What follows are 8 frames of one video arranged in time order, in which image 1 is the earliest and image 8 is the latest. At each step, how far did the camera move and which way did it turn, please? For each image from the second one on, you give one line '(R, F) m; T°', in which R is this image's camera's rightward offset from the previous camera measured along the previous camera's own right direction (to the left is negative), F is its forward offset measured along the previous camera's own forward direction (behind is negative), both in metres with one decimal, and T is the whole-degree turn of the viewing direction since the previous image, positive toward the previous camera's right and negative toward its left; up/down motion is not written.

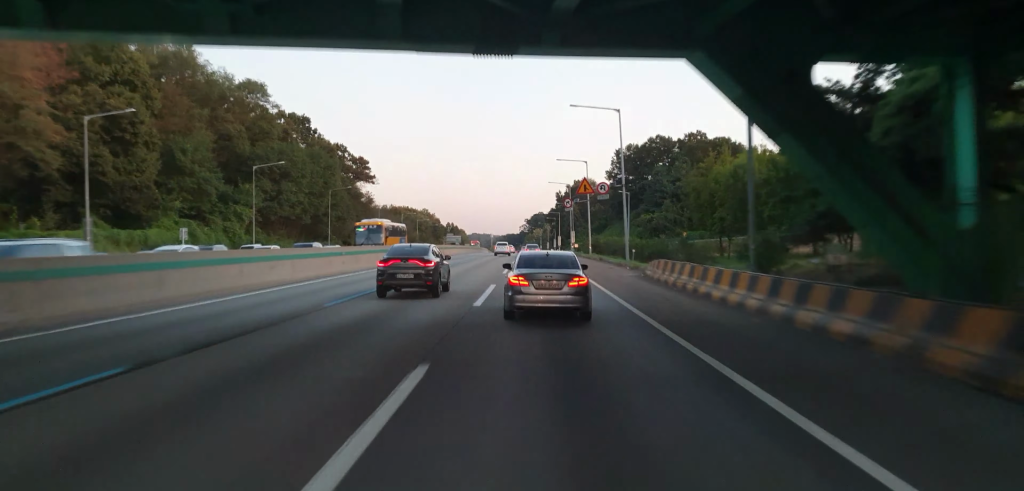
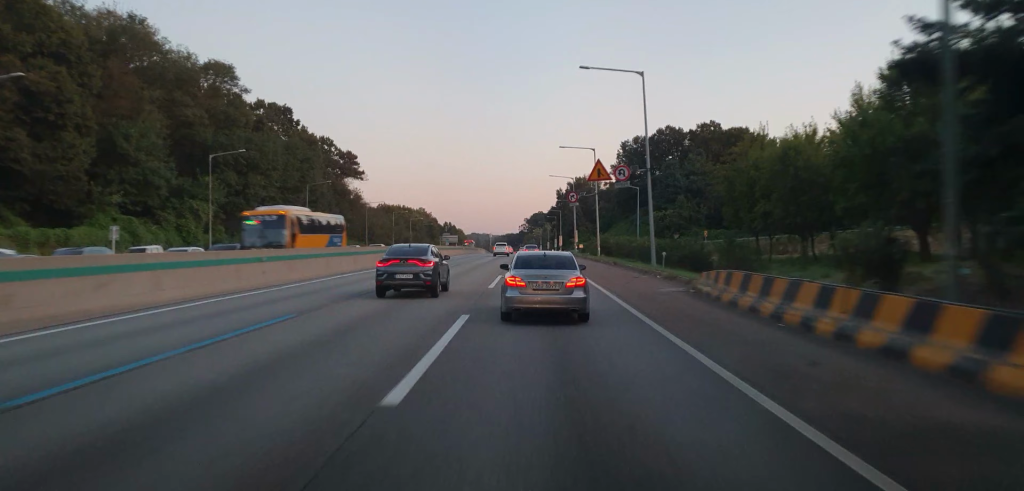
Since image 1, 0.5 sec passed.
(0.0, +13.2) m; 0°
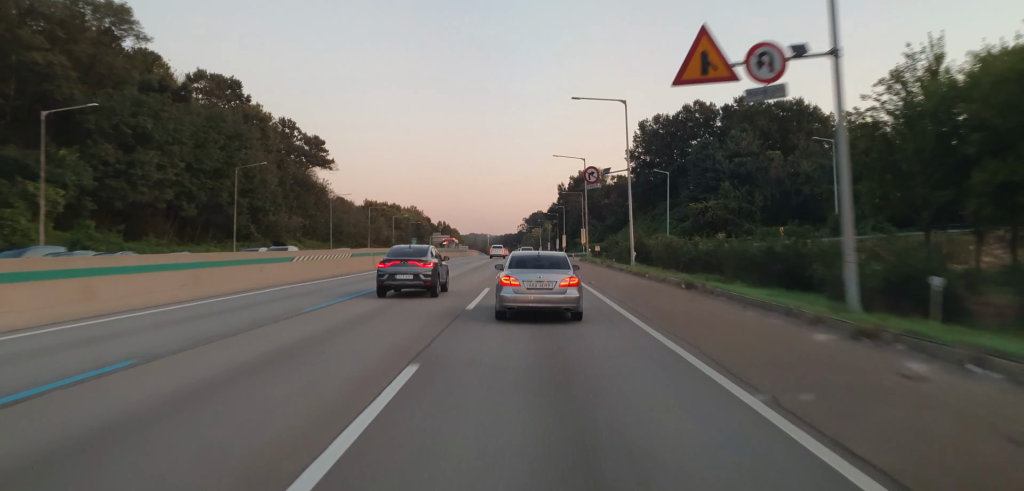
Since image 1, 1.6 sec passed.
(+0.1, +26.6) m; 0°
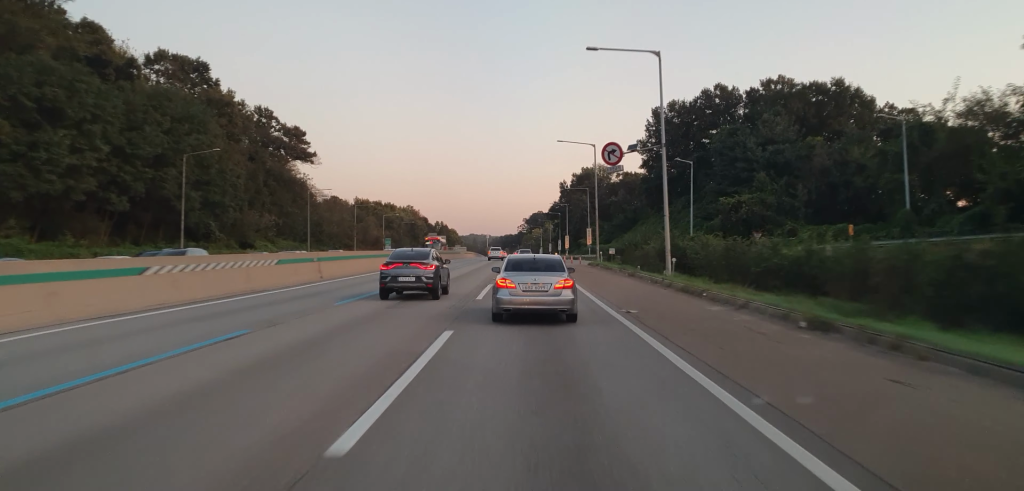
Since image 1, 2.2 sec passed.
(0.0, +13.3) m; 0°
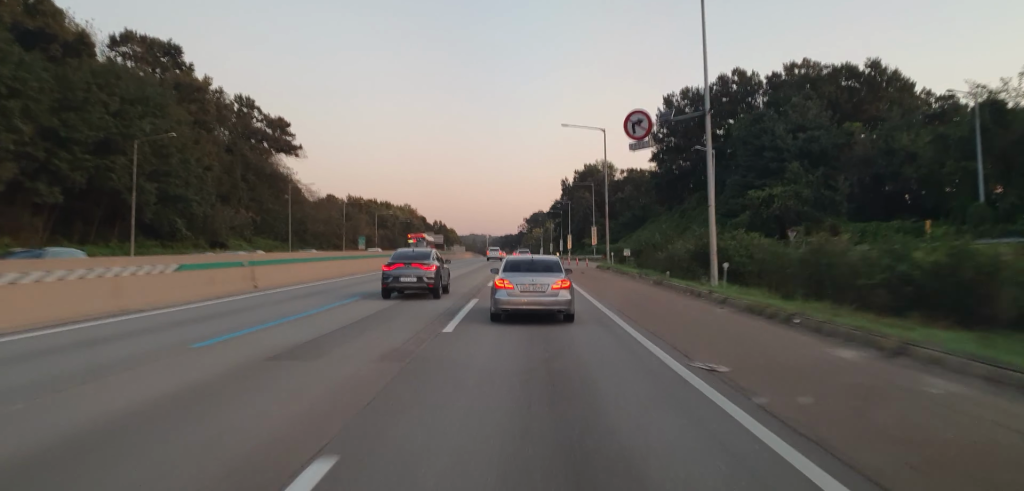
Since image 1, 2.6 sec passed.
(0.0, +9.2) m; 0°
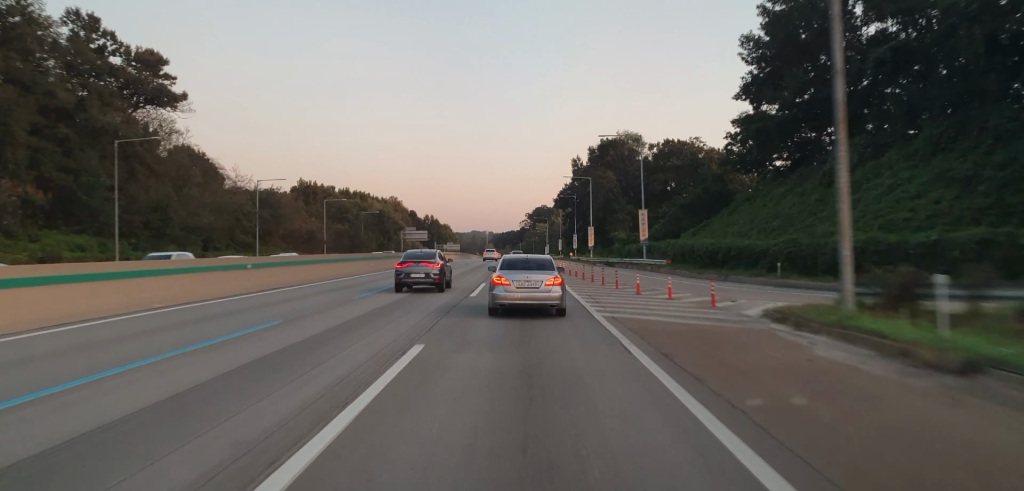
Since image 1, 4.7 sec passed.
(-0.8, +46.7) m; -2°
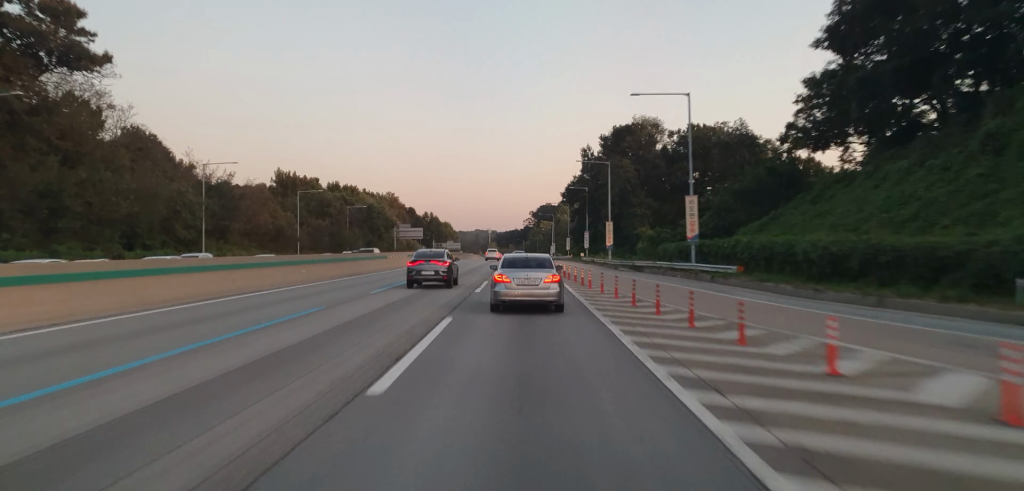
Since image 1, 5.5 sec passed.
(-0.1, +17.8) m; 0°
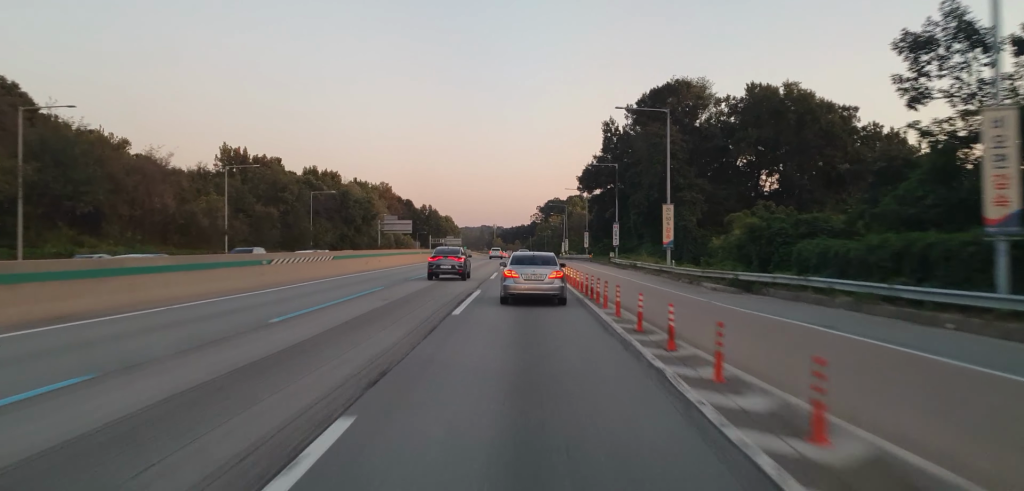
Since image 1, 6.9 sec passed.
(+0.2, +30.6) m; 0°
